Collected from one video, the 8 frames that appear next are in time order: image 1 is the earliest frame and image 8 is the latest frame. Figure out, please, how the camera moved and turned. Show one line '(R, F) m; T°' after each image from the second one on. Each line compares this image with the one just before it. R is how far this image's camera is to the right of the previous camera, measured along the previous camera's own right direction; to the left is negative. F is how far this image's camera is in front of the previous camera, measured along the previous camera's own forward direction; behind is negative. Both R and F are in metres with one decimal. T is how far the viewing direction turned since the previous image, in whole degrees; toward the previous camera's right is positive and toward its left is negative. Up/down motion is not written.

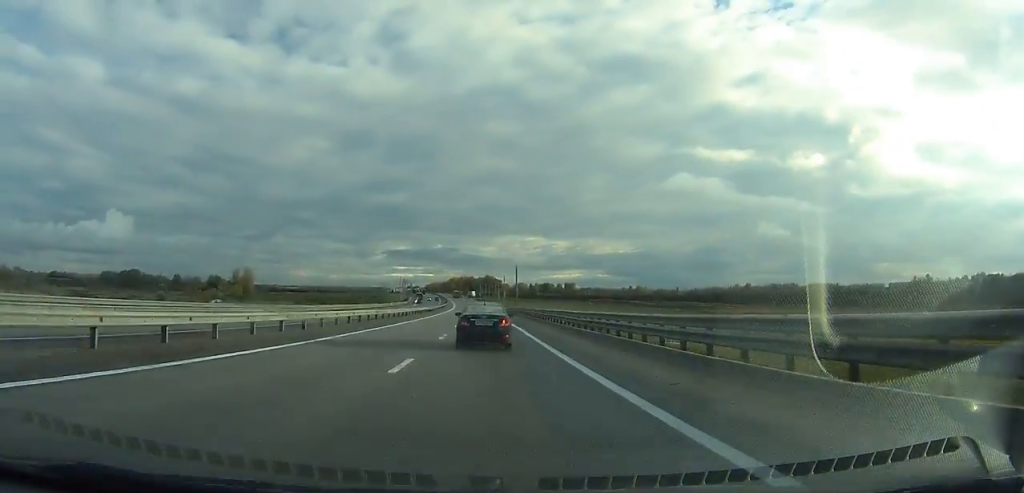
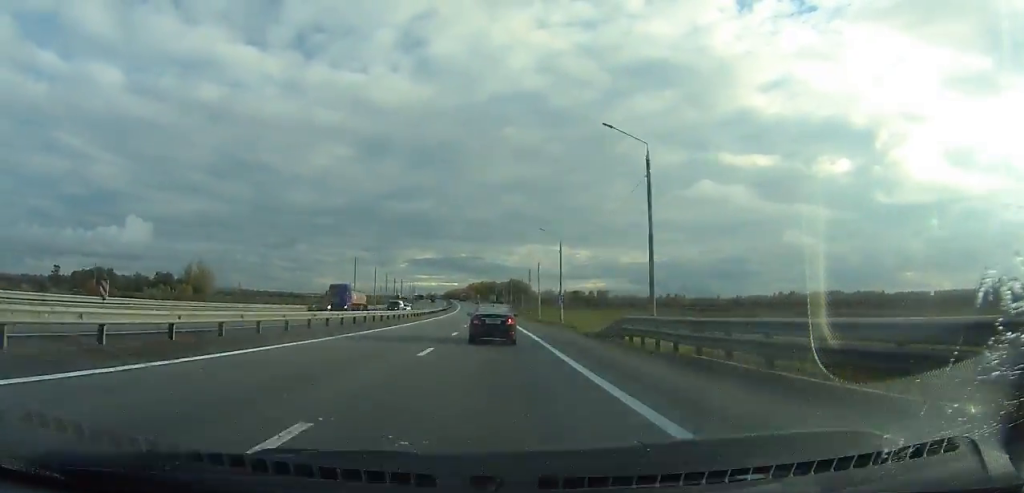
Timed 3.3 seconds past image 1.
(-2.6, +93.3) m; -3°
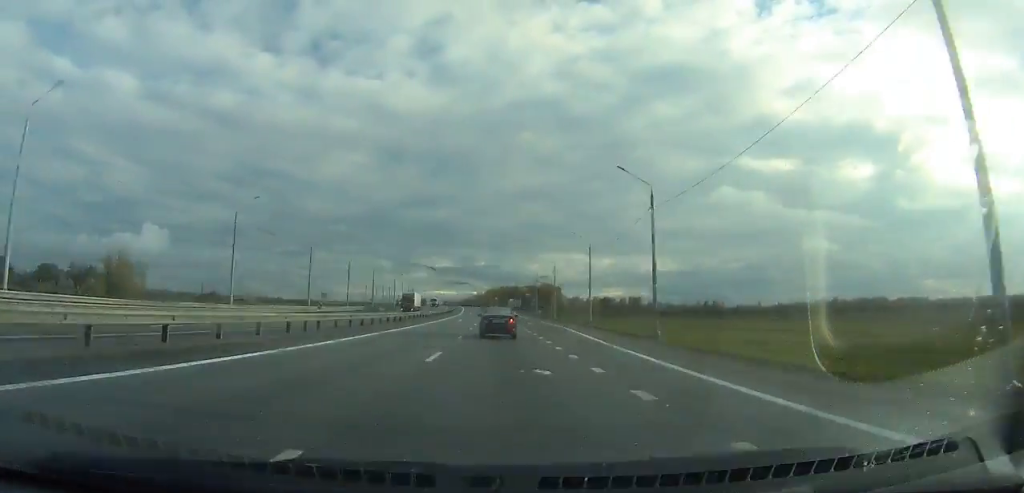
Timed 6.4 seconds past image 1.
(-1.7, +85.9) m; -2°
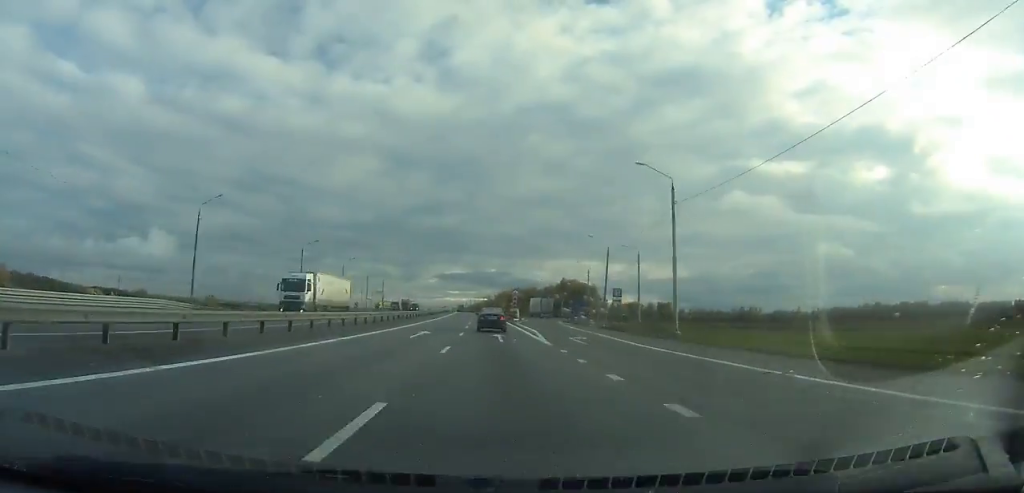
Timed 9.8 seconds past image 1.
(-1.7, +92.6) m; -2°
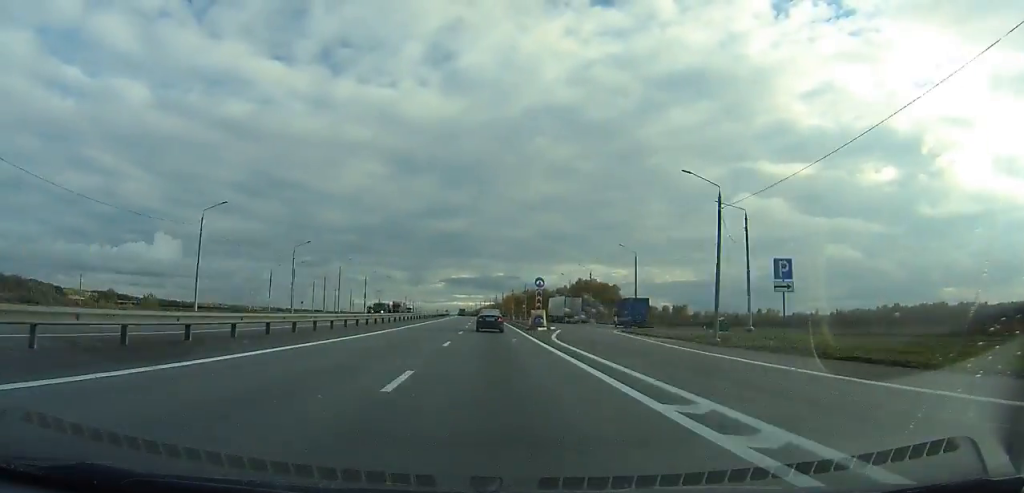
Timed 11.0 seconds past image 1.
(-0.3, +32.6) m; -1°
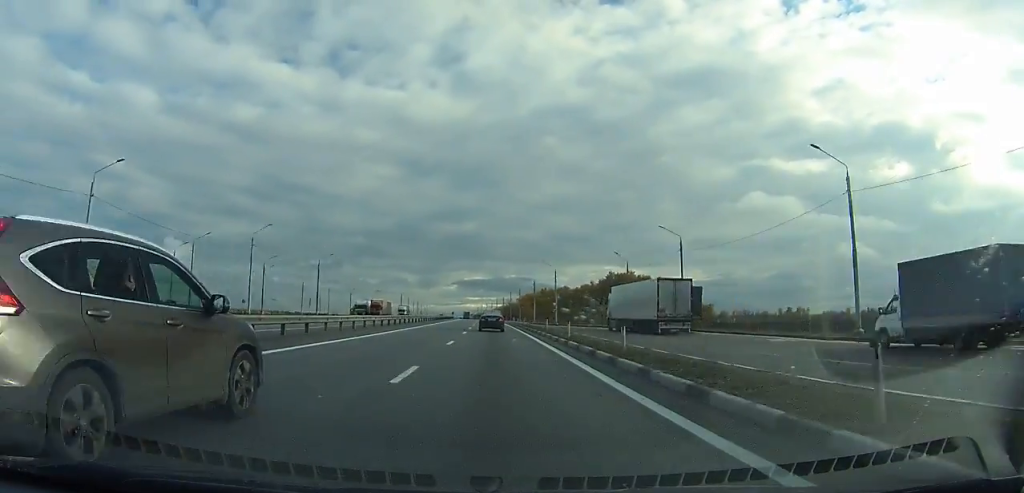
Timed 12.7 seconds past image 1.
(-0.3, +46.1) m; -1°
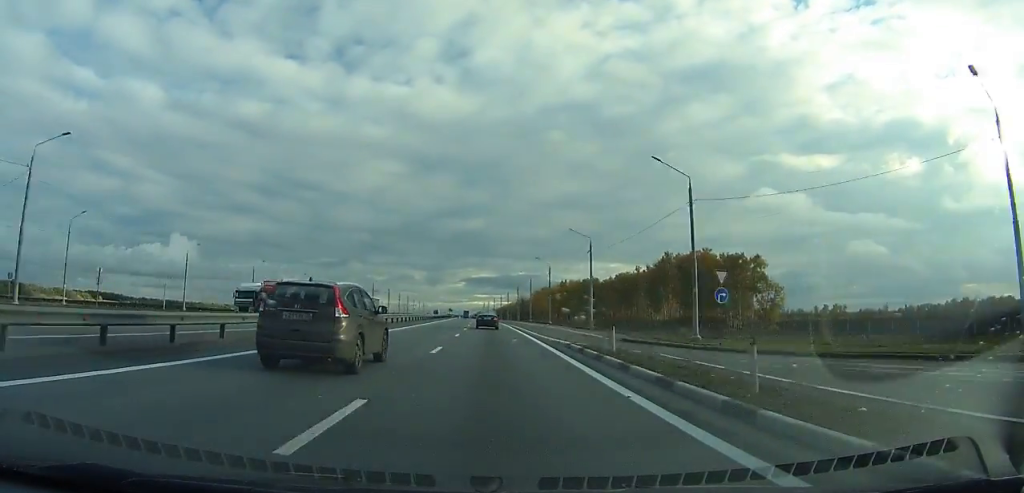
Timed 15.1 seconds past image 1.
(-0.4, +65.0) m; -1°
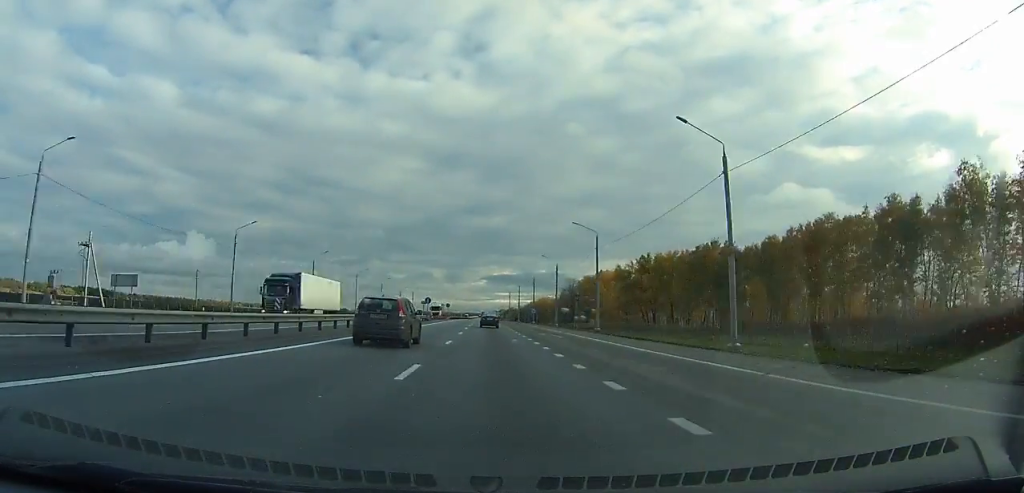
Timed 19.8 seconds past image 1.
(-3.1, +127.7) m; -2°
